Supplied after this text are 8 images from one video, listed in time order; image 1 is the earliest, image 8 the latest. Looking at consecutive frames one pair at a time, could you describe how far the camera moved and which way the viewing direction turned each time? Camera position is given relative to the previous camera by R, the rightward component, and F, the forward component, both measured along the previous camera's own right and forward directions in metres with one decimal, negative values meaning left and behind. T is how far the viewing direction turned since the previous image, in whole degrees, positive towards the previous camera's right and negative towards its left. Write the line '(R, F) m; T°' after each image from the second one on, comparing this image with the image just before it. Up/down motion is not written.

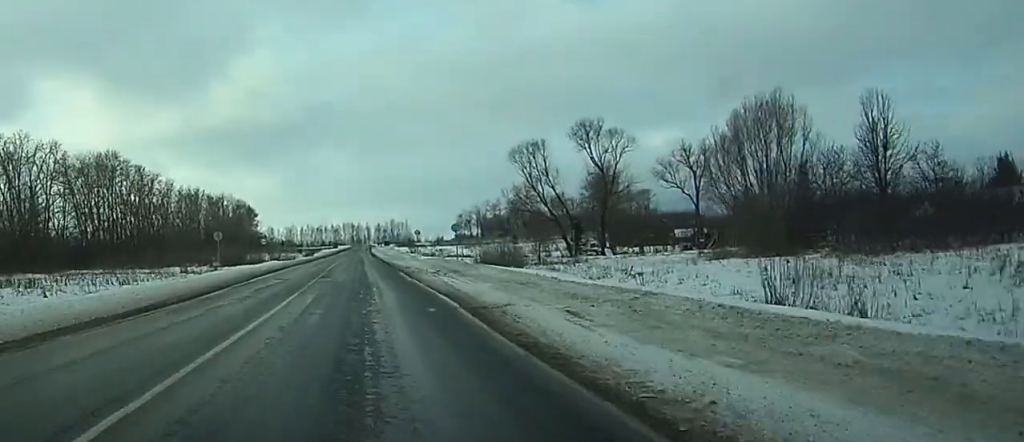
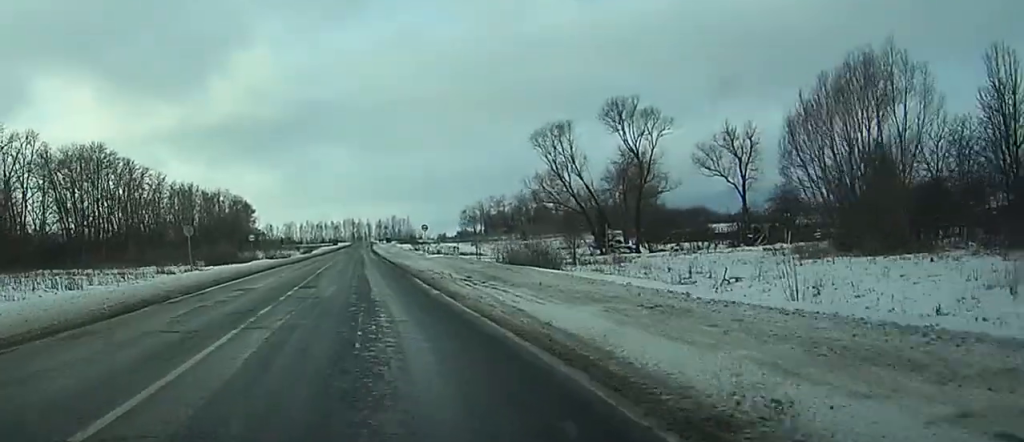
(-0.2, +11.4) m; -1°
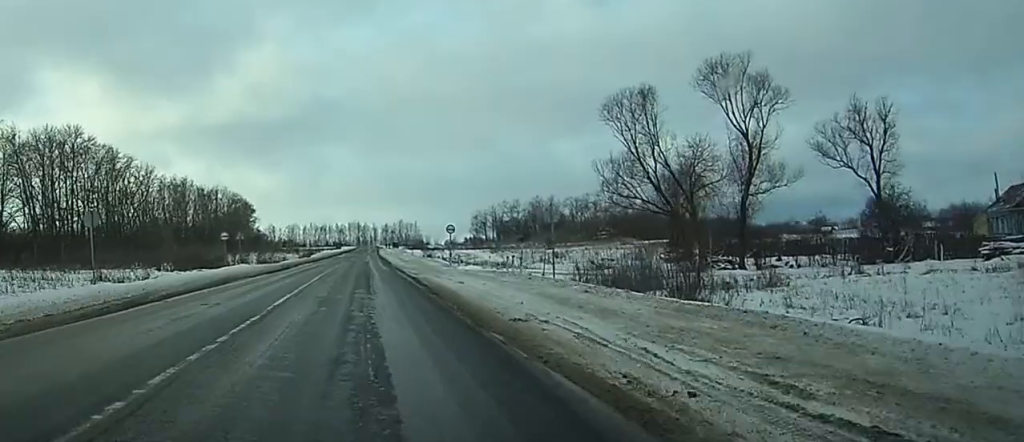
(-0.1, +21.3) m; 0°
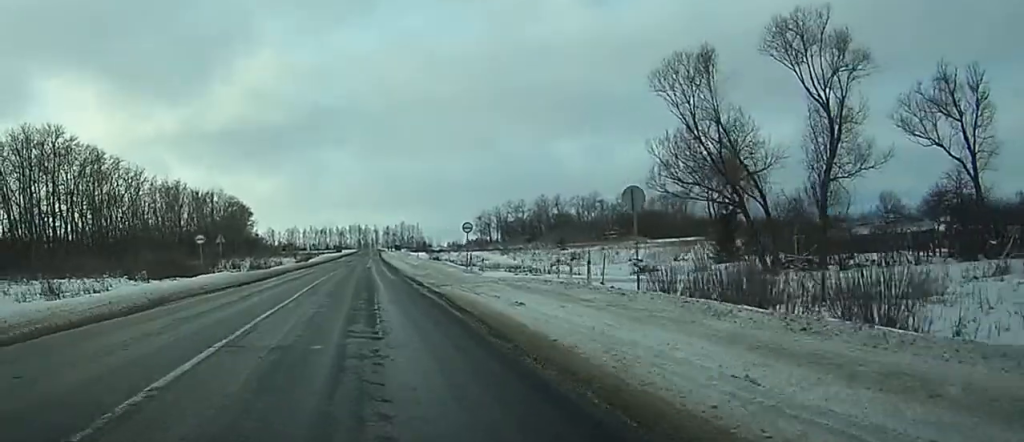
(0.0, +10.6) m; 0°
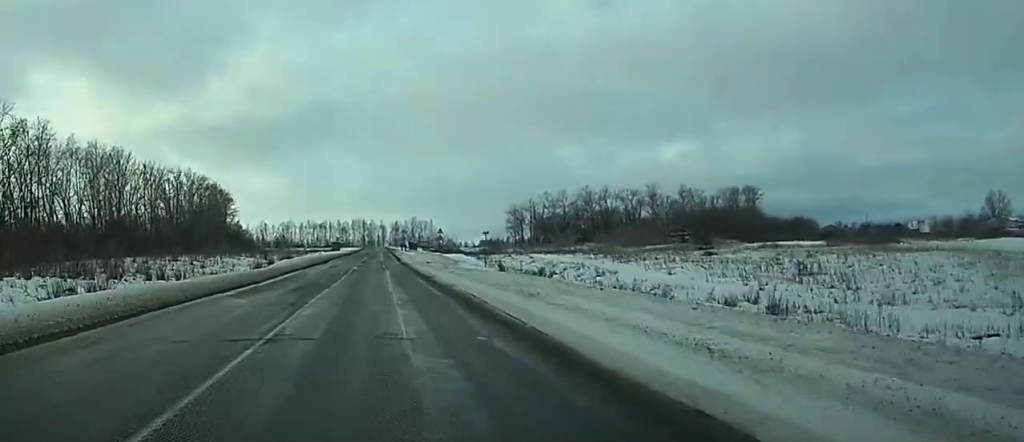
(-0.1, +69.4) m; 0°
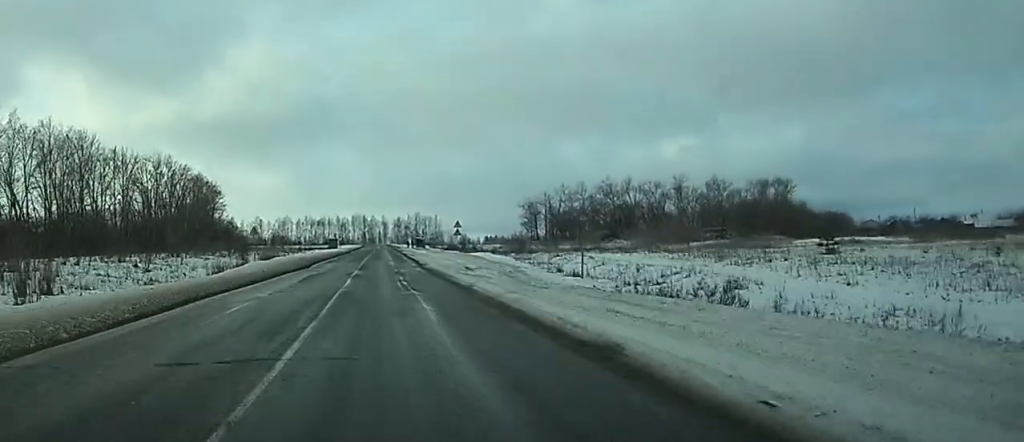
(-0.2, +26.6) m; -1°
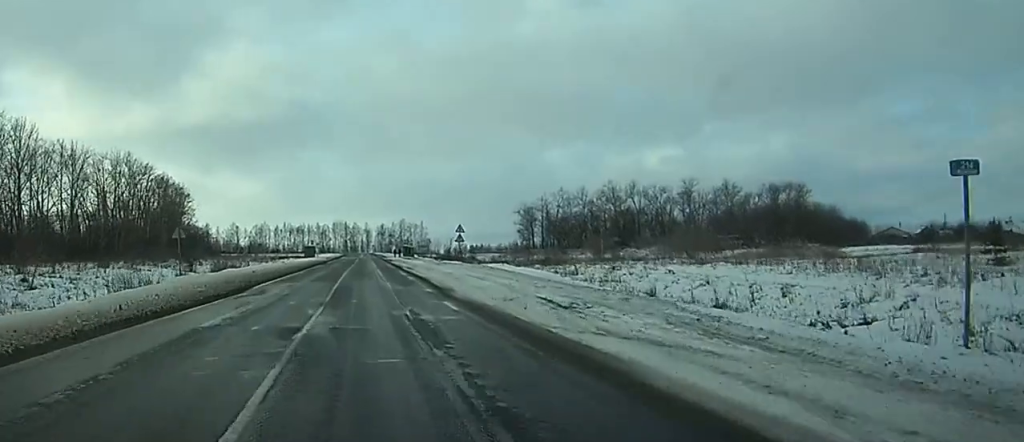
(0.0, +23.4) m; 0°
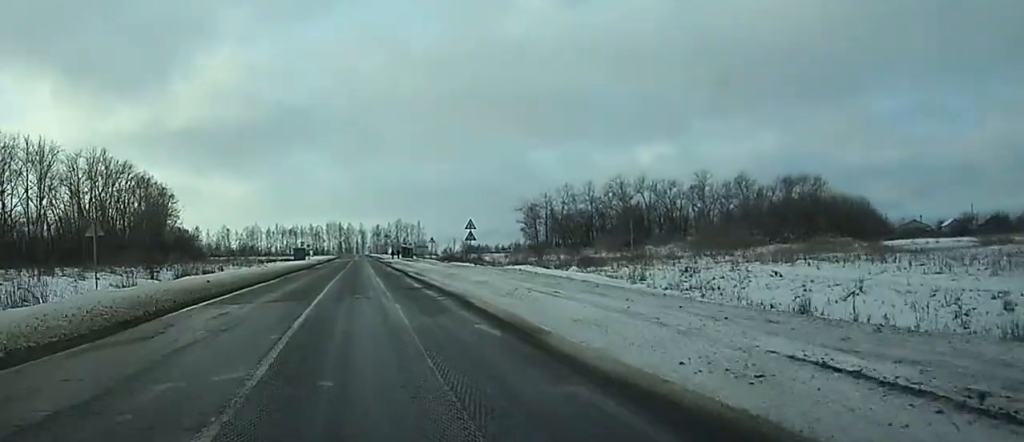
(0.0, +14.5) m; +1°
